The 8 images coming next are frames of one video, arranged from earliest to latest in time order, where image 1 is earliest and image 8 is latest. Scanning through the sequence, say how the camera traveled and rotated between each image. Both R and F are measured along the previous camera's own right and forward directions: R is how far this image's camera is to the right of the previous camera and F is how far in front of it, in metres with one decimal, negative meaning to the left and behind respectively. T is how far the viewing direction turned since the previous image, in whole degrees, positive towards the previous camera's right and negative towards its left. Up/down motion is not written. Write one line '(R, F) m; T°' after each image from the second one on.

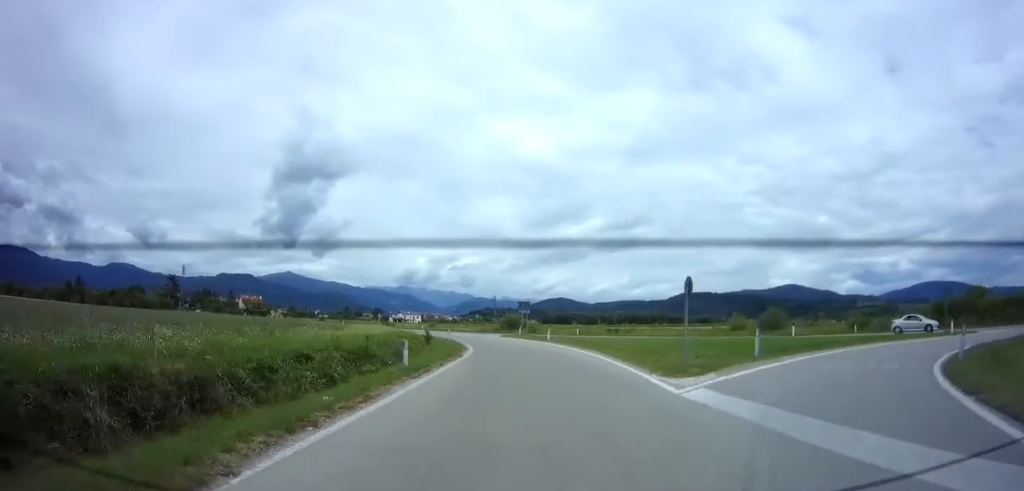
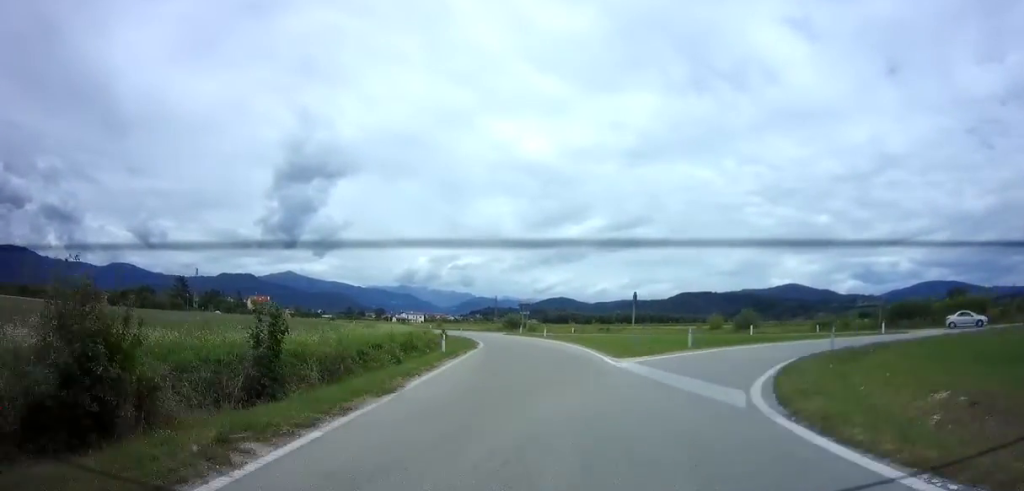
(0.0, +7.5) m; 0°
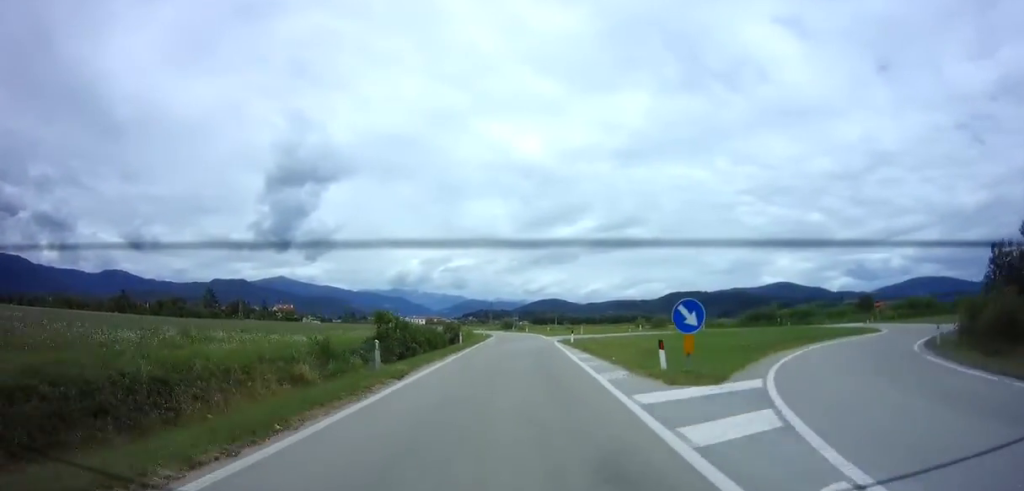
(+0.3, +37.4) m; +1°
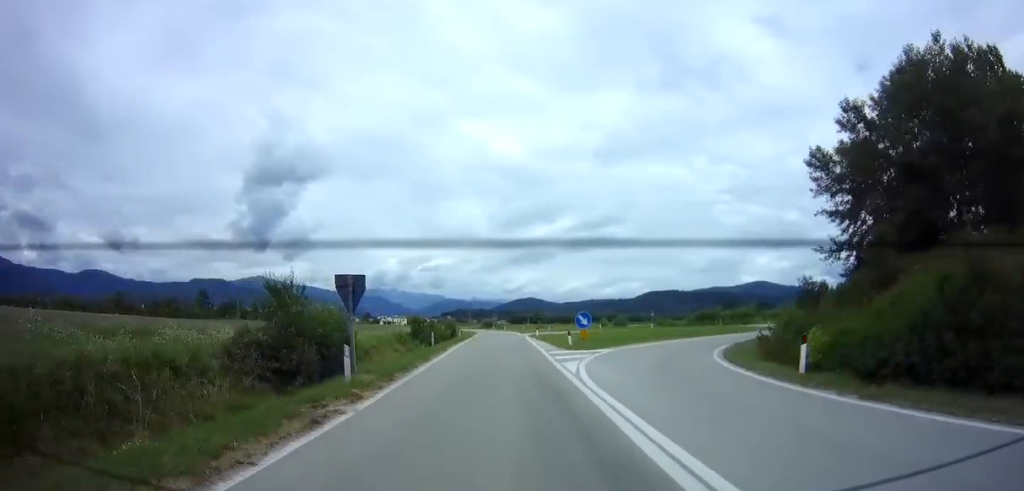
(+0.2, +16.2) m; +3°
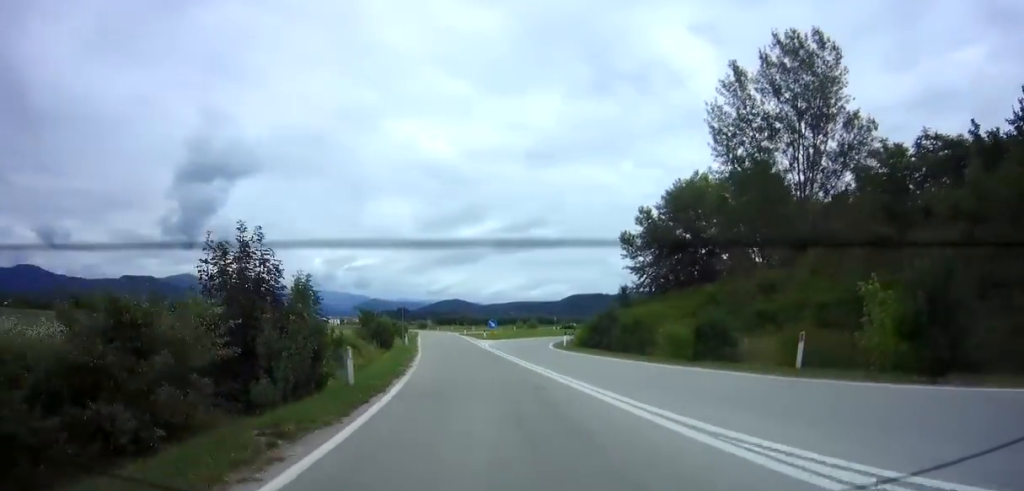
(+1.4, +24.2) m; +8°
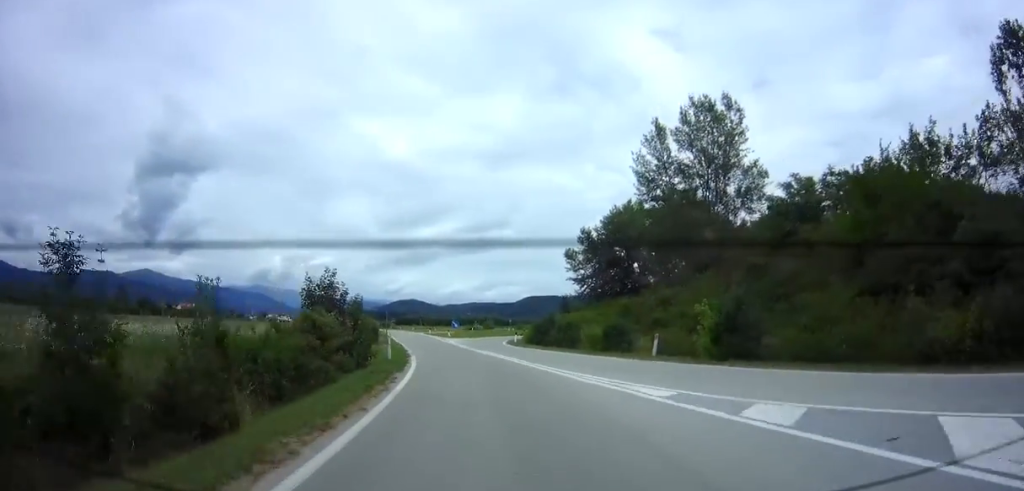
(+0.3, +9.6) m; +4°
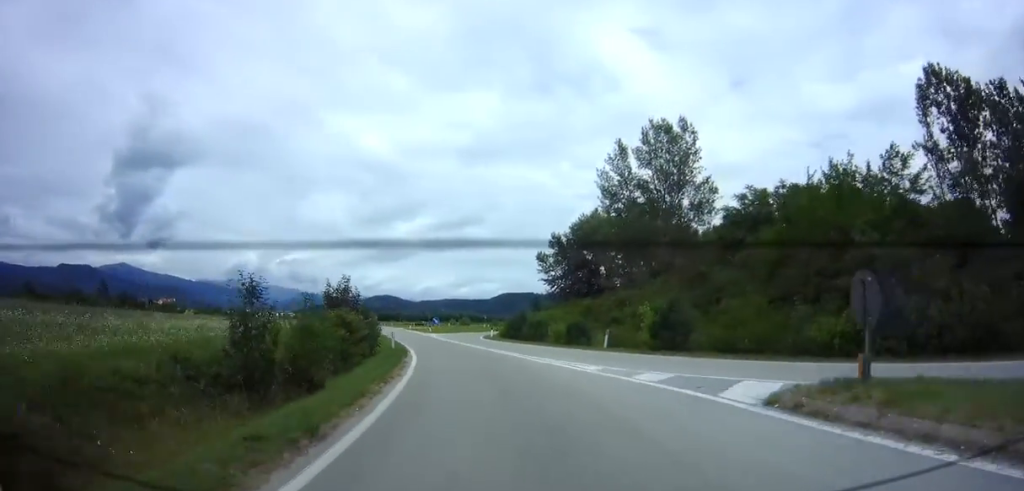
(+0.1, +5.9) m; +3°
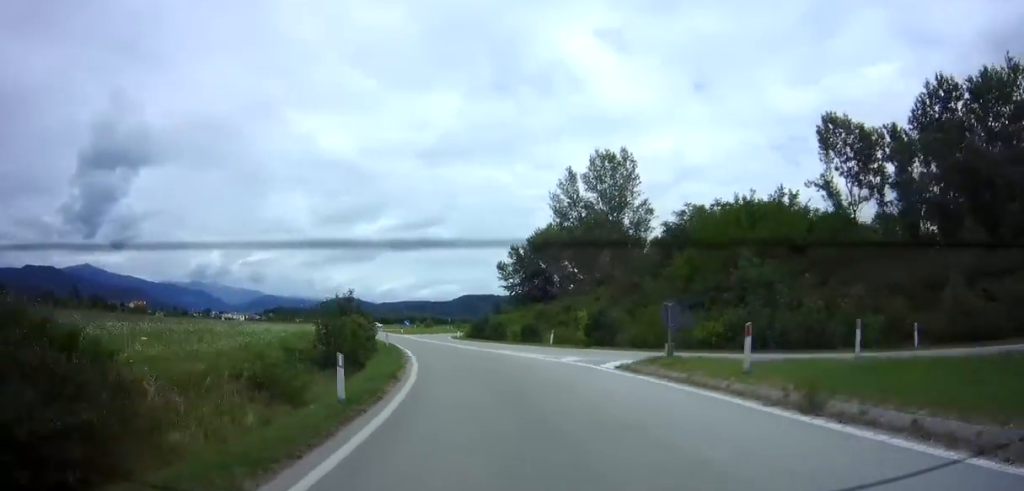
(+0.2, +8.0) m; +4°
